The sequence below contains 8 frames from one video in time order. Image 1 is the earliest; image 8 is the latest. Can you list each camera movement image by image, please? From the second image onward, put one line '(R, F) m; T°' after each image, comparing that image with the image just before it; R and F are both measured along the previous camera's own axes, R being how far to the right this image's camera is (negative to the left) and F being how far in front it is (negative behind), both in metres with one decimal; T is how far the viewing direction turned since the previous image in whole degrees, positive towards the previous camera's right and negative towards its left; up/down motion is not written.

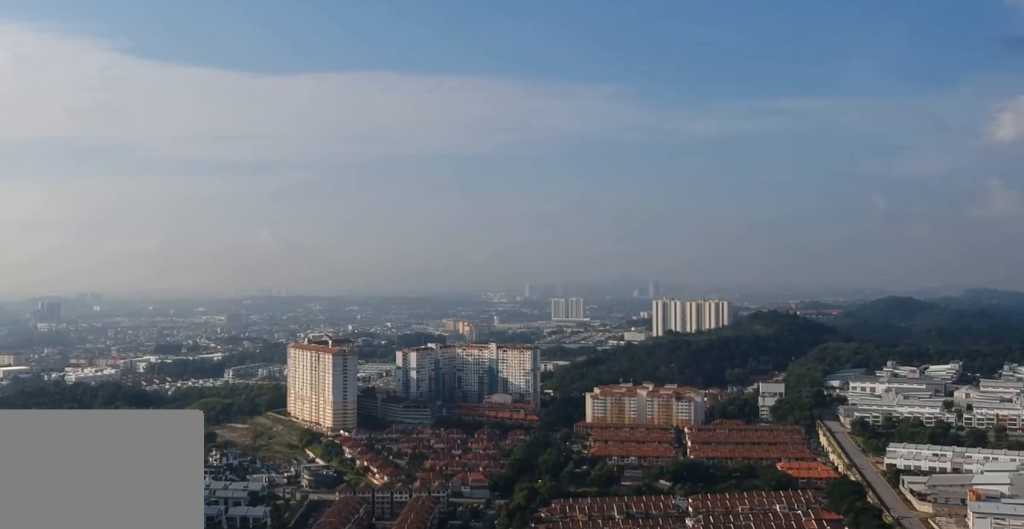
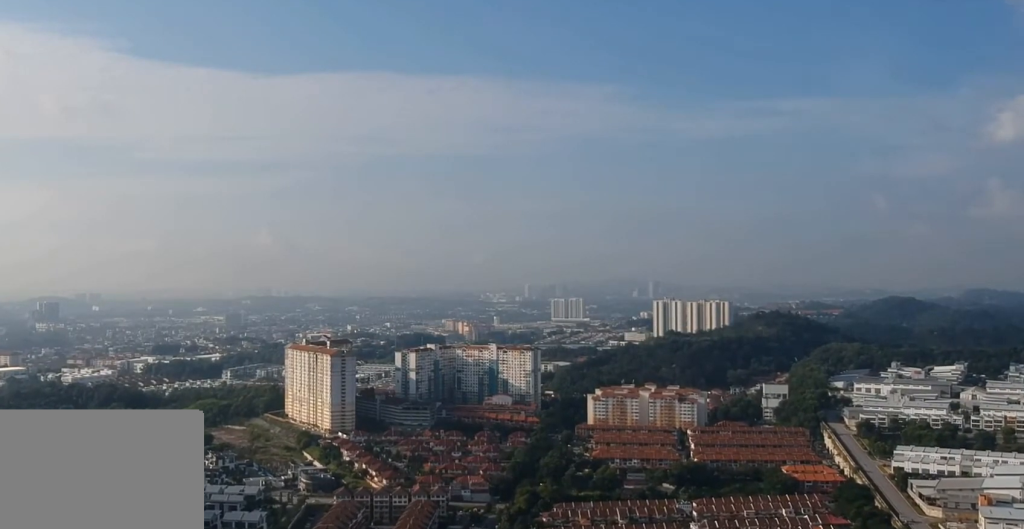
(0.0, +12.4) m; 0°
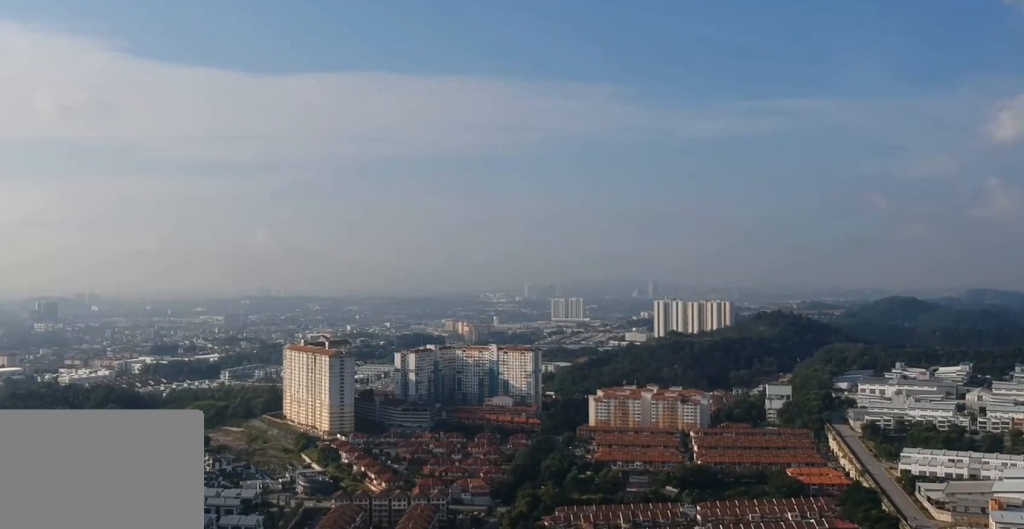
(0.0, +11.4) m; 0°
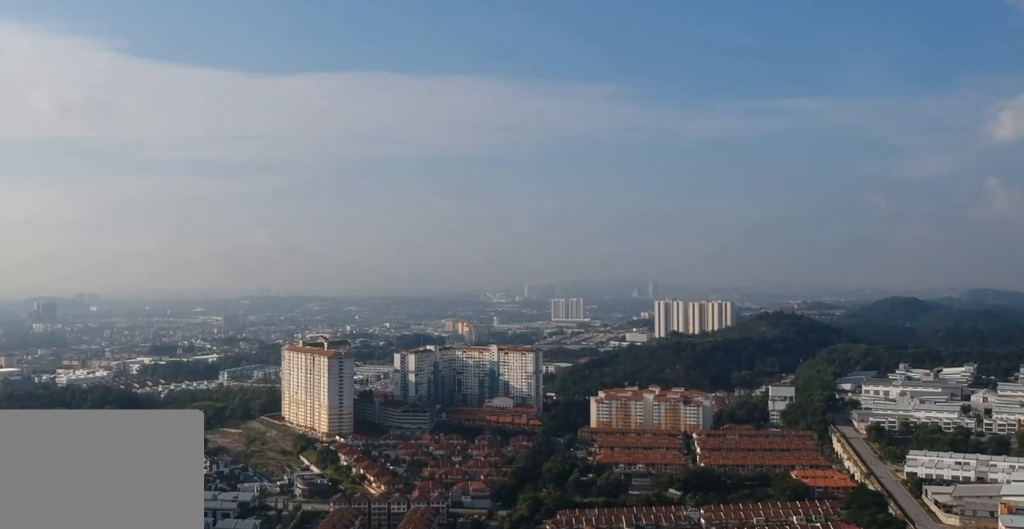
(0.0, +8.3) m; 0°
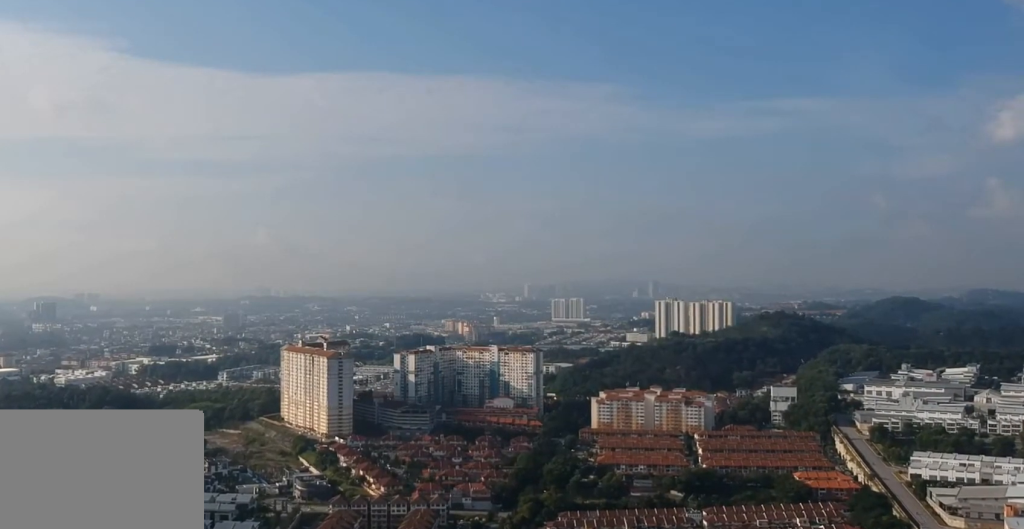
(0.0, +5.7) m; 0°
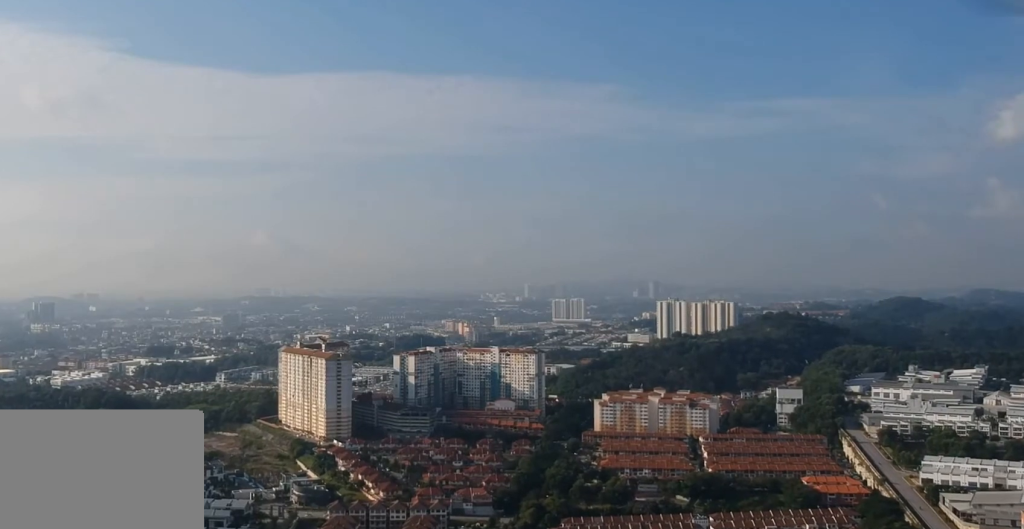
(0.0, +15.5) m; 0°
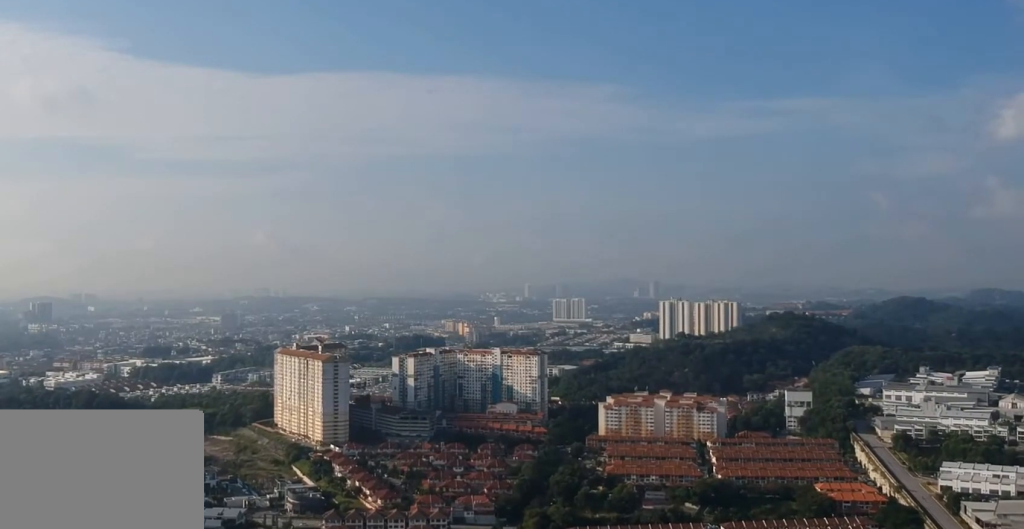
(-0.1, +25.4) m; -1°
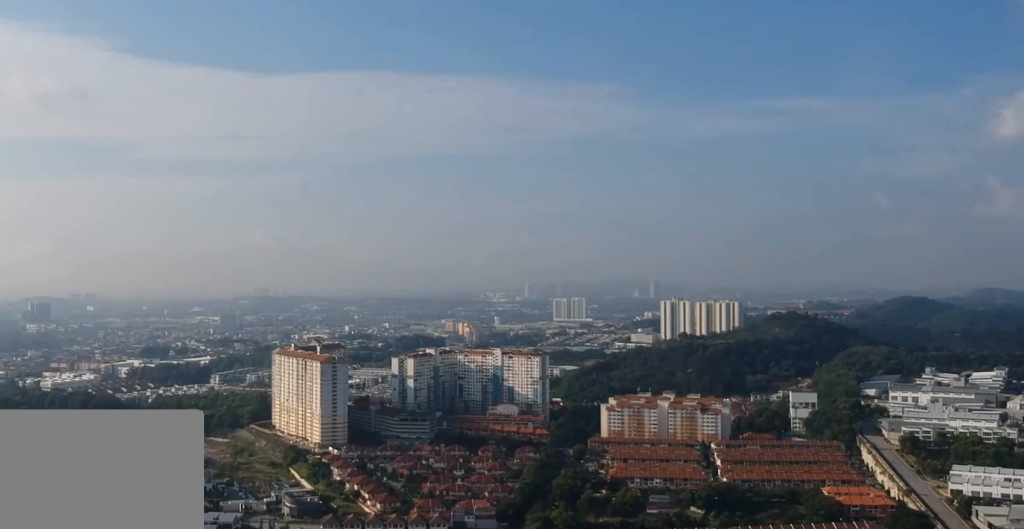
(0.0, +12.5) m; 0°
